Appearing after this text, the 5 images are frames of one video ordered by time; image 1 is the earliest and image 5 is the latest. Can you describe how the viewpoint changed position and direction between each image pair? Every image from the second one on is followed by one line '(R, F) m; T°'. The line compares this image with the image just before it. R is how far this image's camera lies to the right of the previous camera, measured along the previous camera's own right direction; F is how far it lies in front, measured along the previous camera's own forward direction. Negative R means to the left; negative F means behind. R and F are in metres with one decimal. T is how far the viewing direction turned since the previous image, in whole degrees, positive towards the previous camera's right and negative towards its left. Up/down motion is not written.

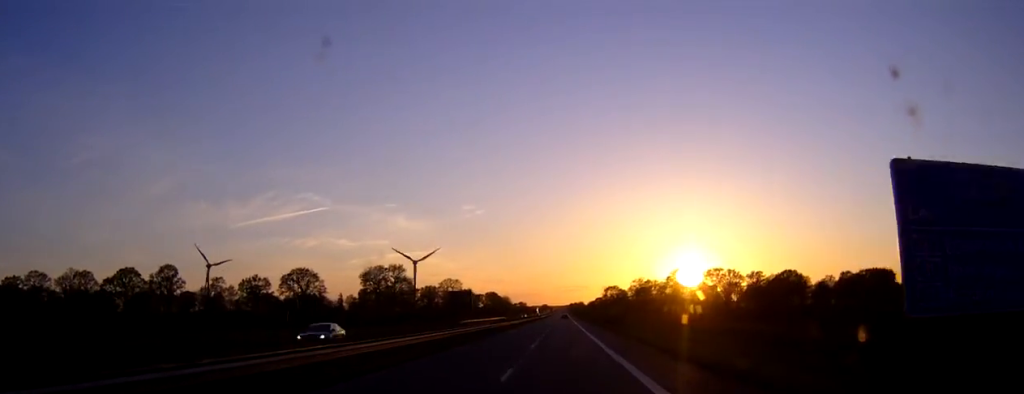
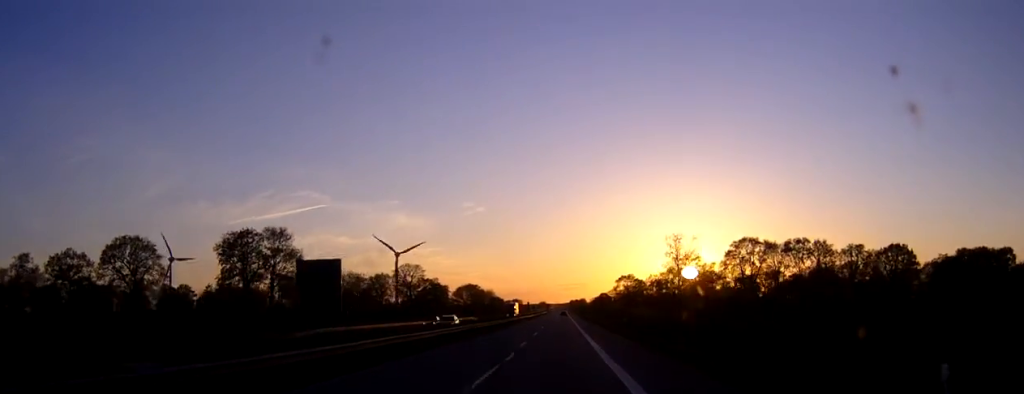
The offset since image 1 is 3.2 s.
(+0.2, +92.6) m; 0°
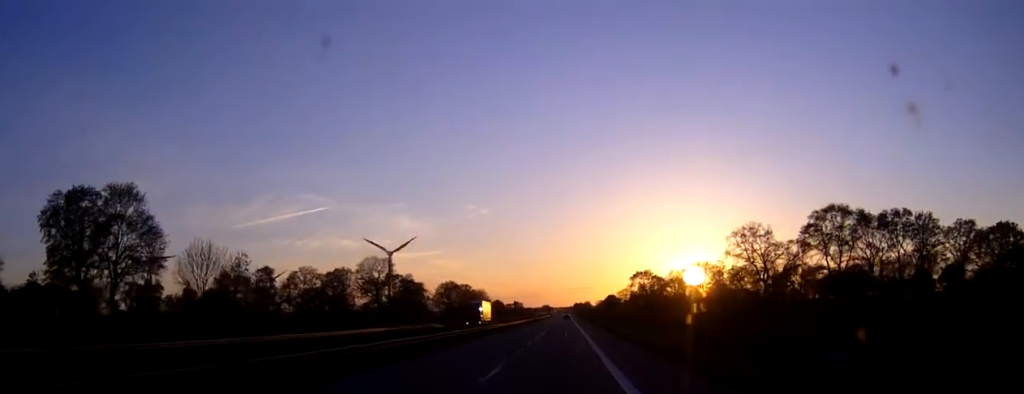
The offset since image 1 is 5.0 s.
(-0.2, +50.5) m; 0°
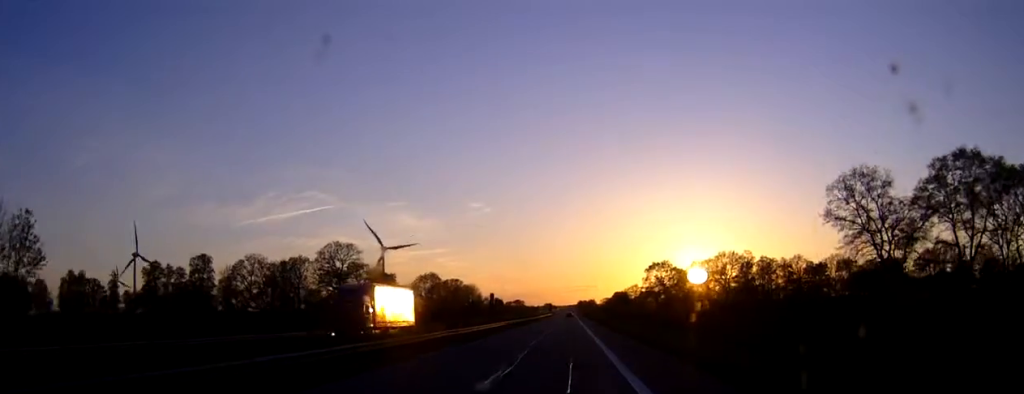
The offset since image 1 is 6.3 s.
(-0.1, +38.1) m; 0°
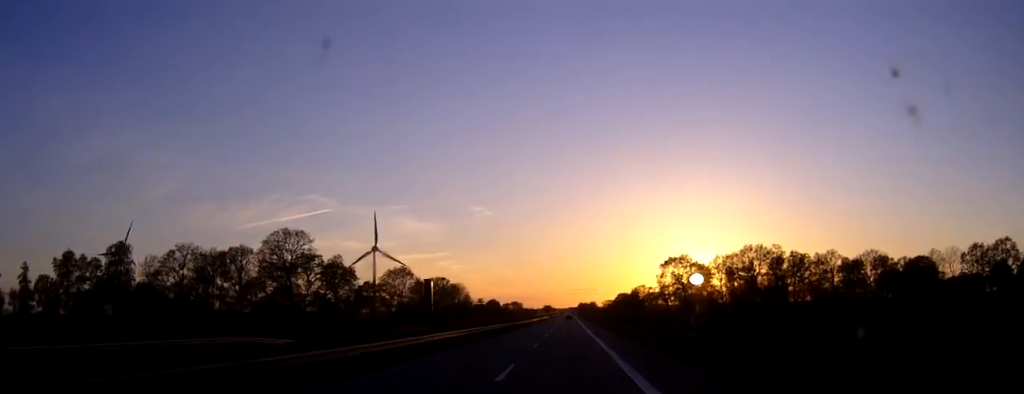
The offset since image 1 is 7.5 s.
(+0.1, +33.4) m; 0°
